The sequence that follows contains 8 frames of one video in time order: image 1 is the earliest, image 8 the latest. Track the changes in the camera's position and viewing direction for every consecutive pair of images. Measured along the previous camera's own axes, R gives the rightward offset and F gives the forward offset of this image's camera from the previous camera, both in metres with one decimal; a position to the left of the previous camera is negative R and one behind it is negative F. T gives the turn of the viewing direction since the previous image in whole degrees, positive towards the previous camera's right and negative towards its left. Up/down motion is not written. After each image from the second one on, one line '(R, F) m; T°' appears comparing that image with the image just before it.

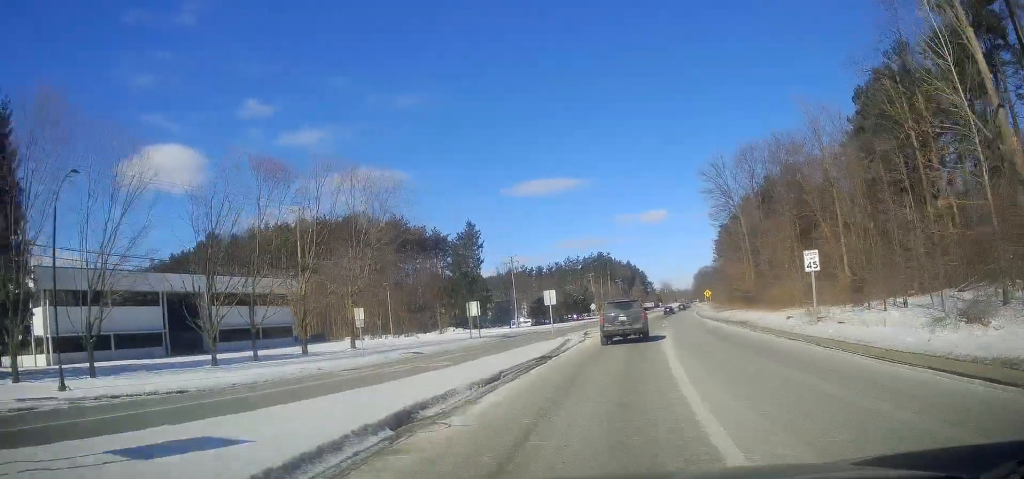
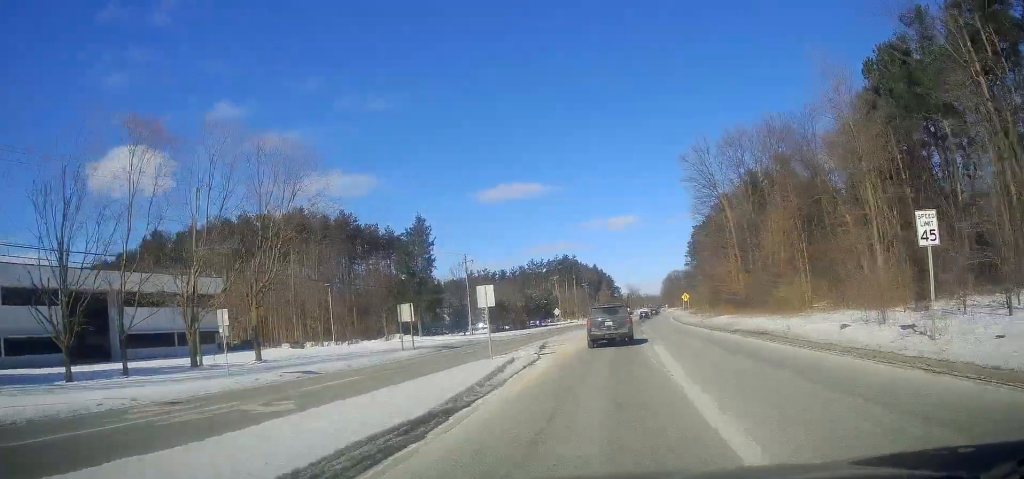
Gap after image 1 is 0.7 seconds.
(+0.2, +11.6) m; +2°
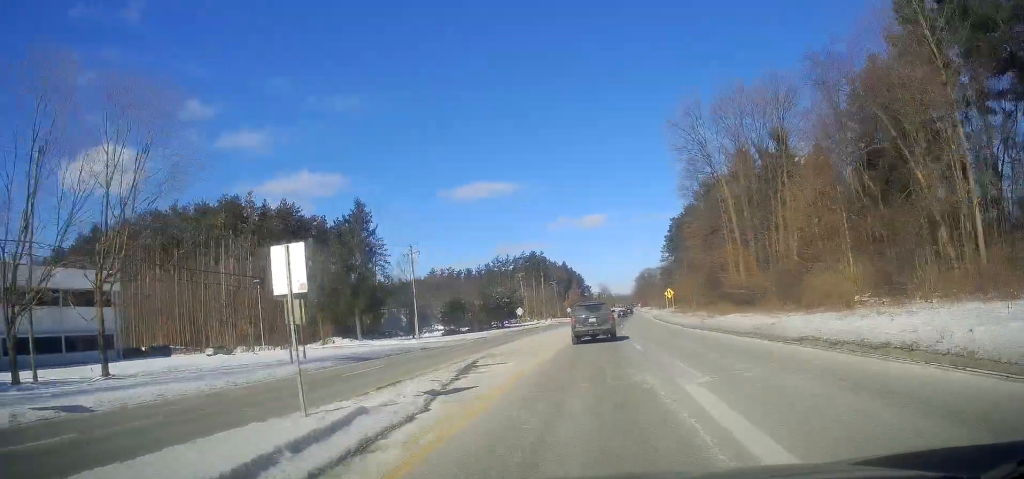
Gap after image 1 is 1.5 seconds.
(+0.3, +14.7) m; +3°
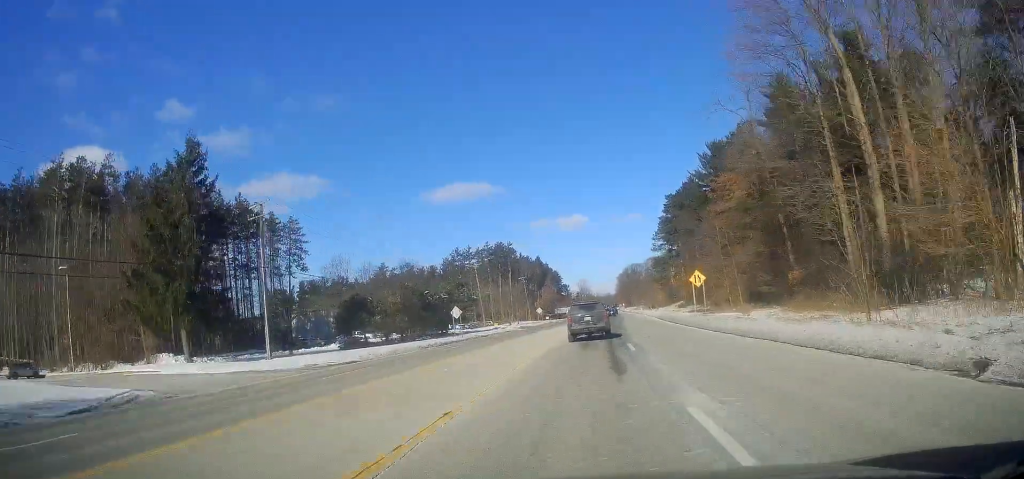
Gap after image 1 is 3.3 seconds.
(+2.1, +34.7) m; +4°
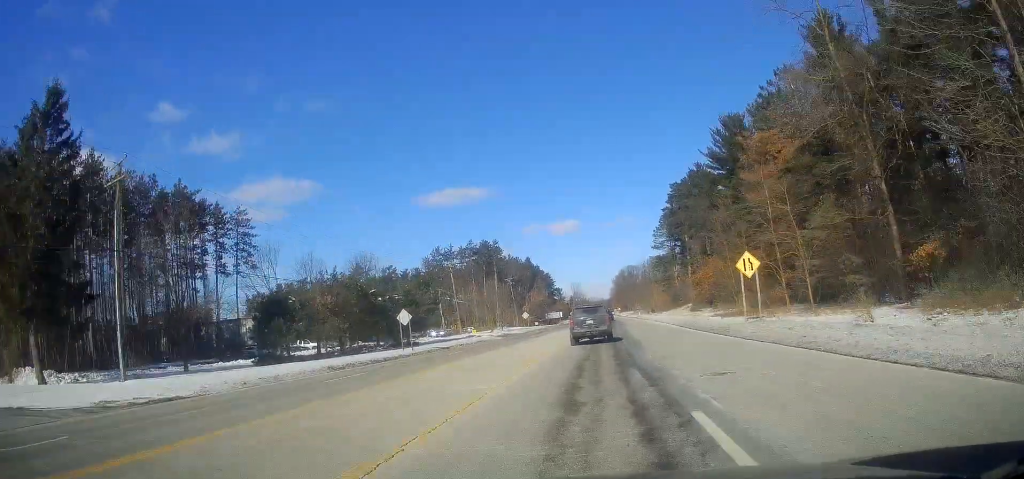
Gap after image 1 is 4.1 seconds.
(-0.2, +16.6) m; -1°
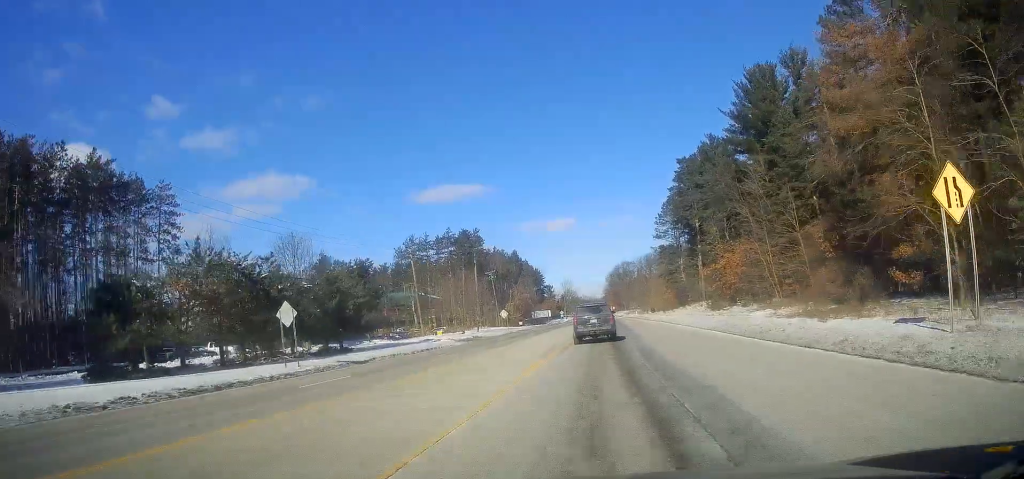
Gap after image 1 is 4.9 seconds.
(0.0, +18.5) m; +1°
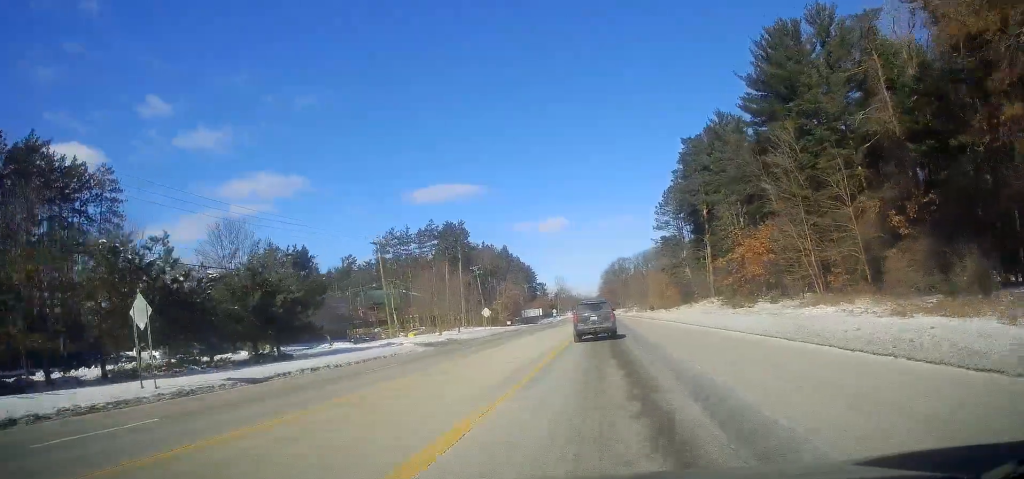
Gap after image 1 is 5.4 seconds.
(+0.1, +10.9) m; 0°
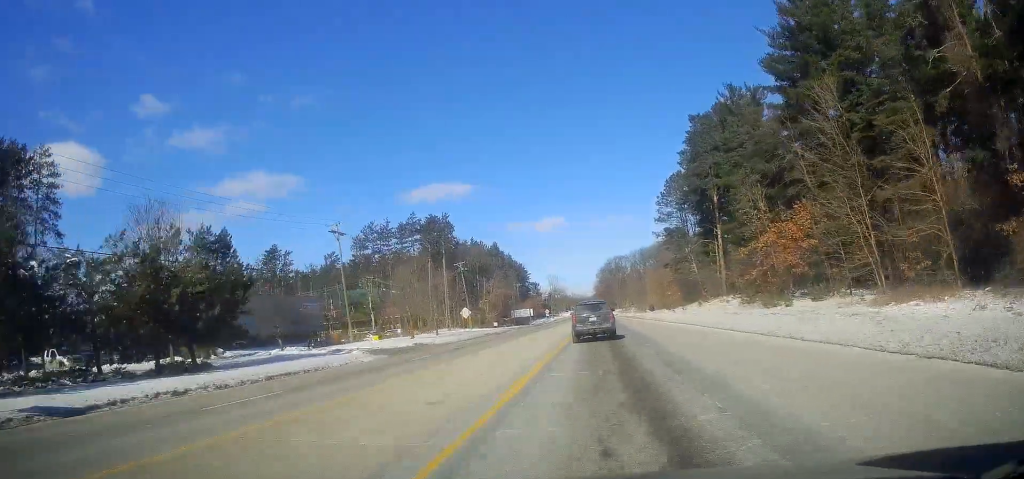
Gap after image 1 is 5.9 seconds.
(+0.2, +10.3) m; 0°
